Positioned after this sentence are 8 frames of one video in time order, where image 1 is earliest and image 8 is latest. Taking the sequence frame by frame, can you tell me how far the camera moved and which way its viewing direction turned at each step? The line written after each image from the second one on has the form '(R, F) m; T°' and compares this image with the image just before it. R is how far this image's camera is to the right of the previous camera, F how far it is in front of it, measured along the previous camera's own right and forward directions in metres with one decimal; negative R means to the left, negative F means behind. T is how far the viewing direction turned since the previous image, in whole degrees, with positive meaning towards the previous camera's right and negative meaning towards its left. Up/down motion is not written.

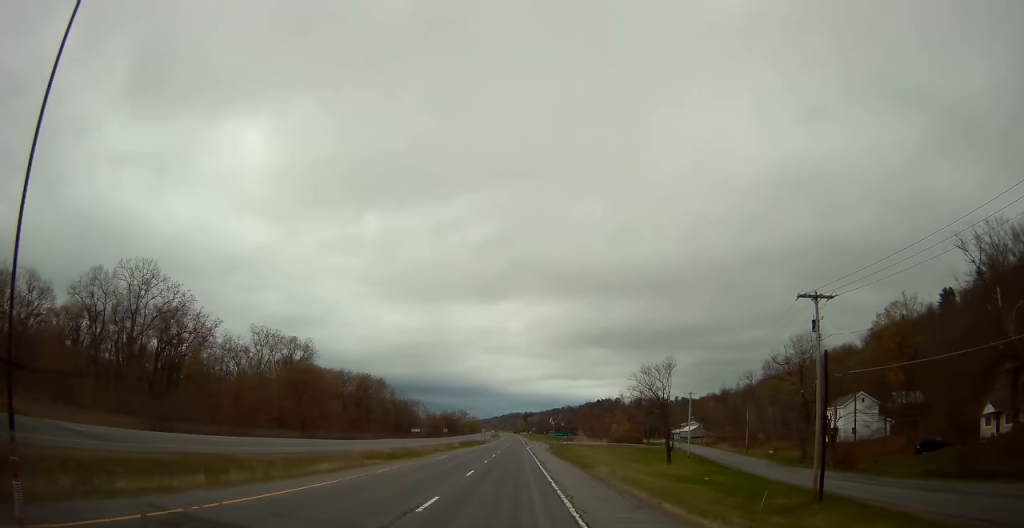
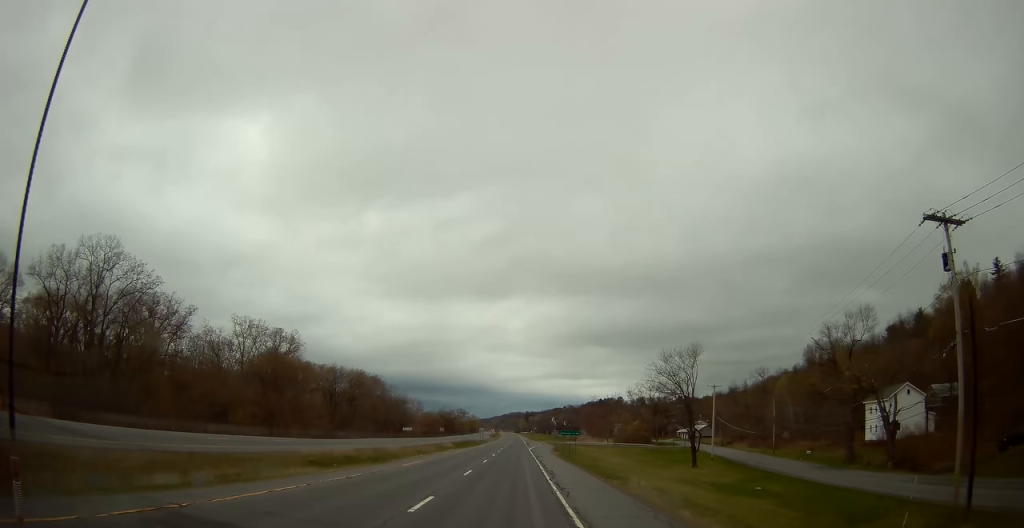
(0.0, +12.7) m; 0°
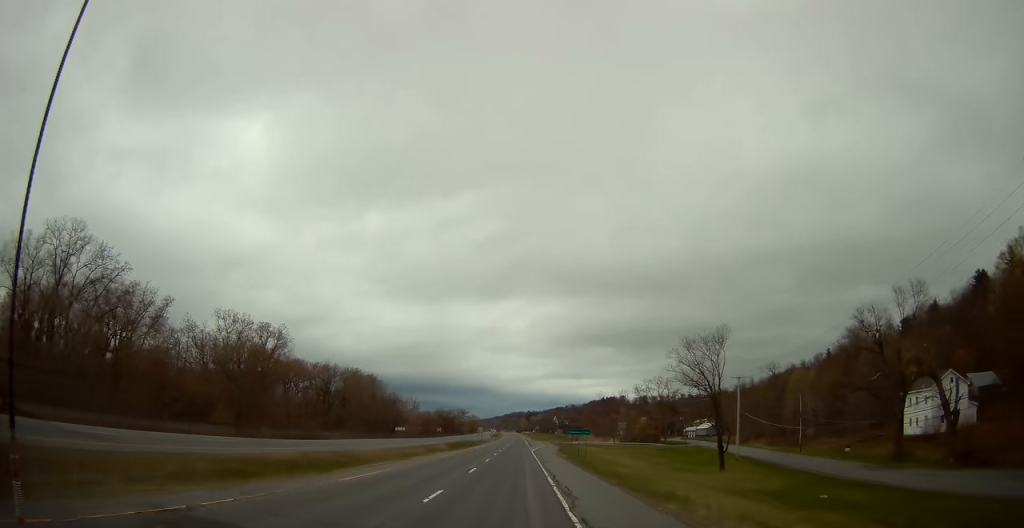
(0.0, +10.2) m; 0°
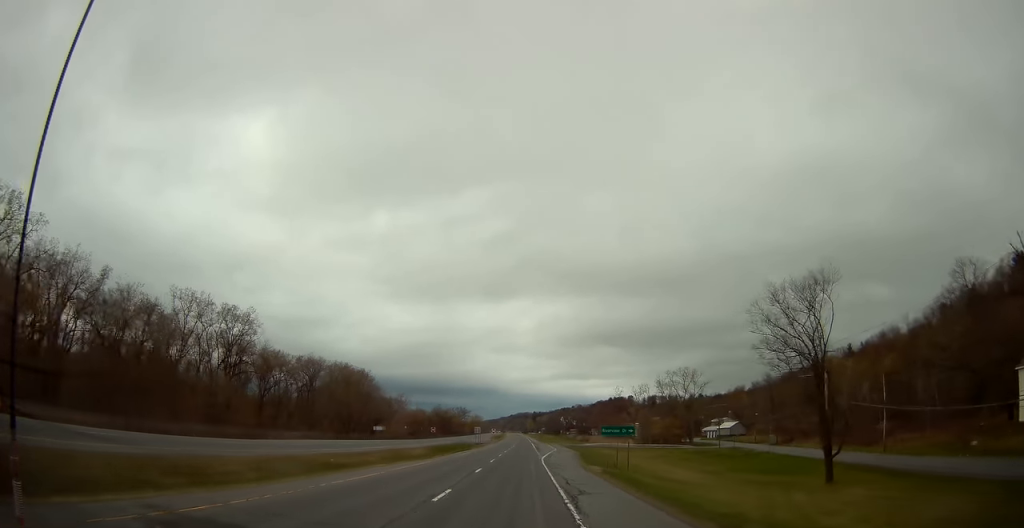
(0.0, +23.9) m; 0°
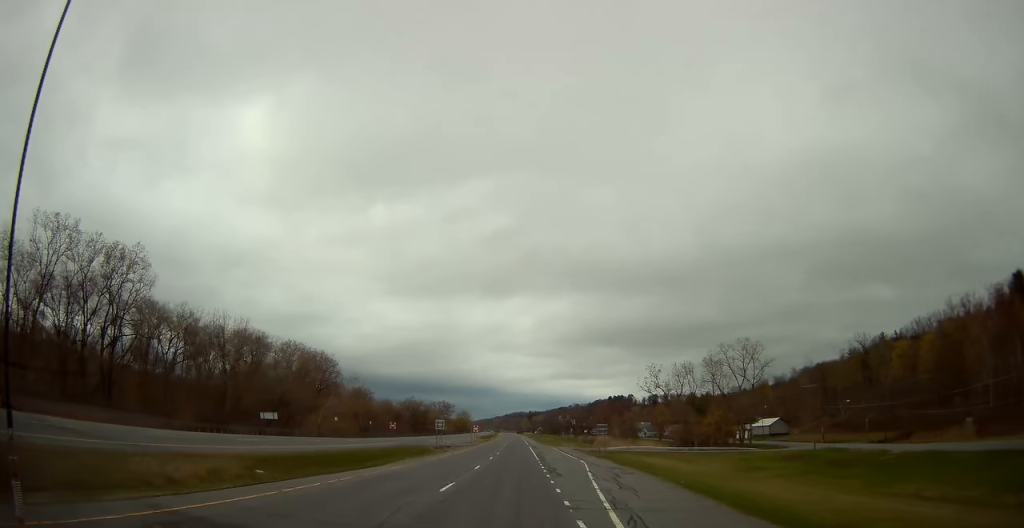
(0.0, +47.0) m; 0°
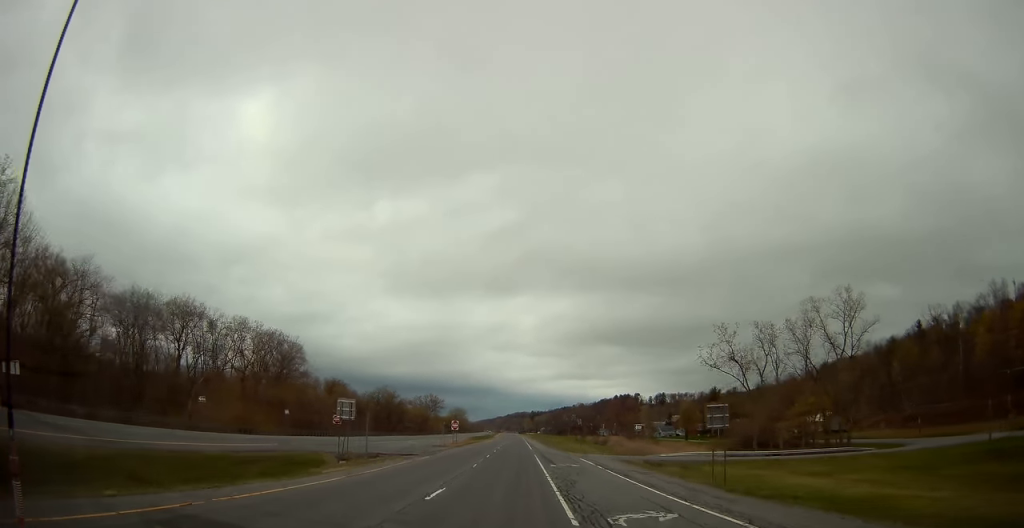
(0.0, +38.4) m; 0°
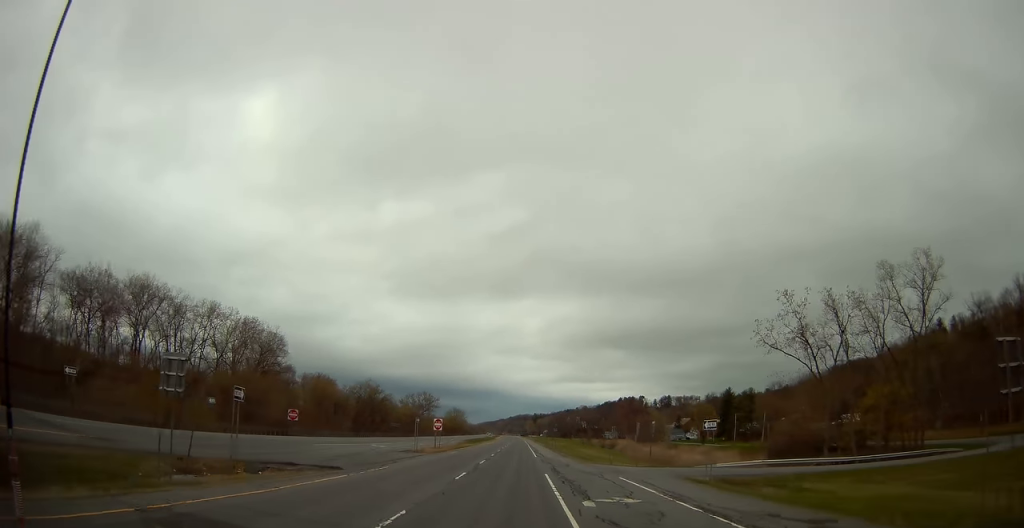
(-0.1, +17.9) m; 0°
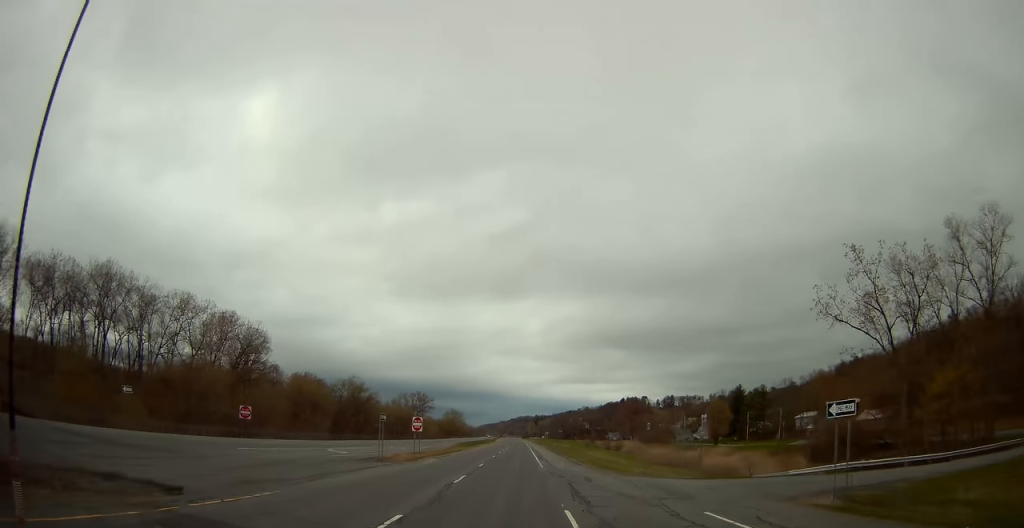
(0.0, +12.8) m; 0°
